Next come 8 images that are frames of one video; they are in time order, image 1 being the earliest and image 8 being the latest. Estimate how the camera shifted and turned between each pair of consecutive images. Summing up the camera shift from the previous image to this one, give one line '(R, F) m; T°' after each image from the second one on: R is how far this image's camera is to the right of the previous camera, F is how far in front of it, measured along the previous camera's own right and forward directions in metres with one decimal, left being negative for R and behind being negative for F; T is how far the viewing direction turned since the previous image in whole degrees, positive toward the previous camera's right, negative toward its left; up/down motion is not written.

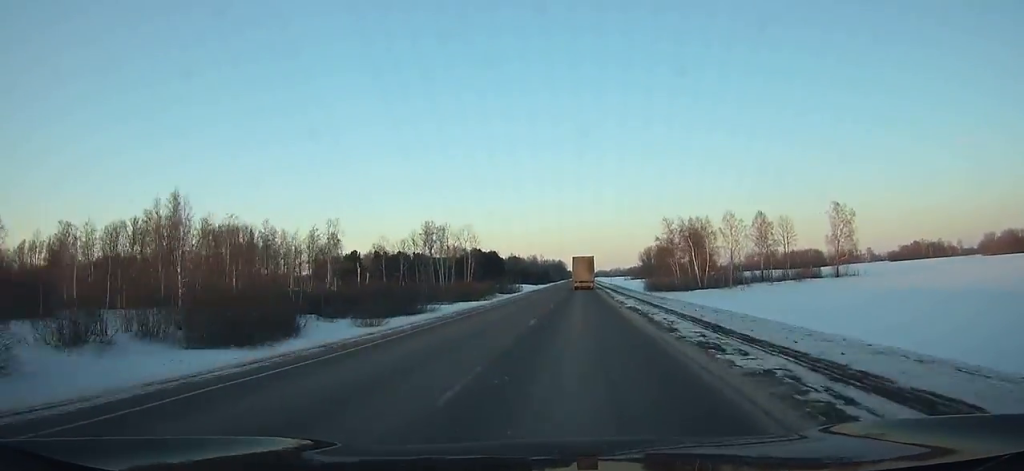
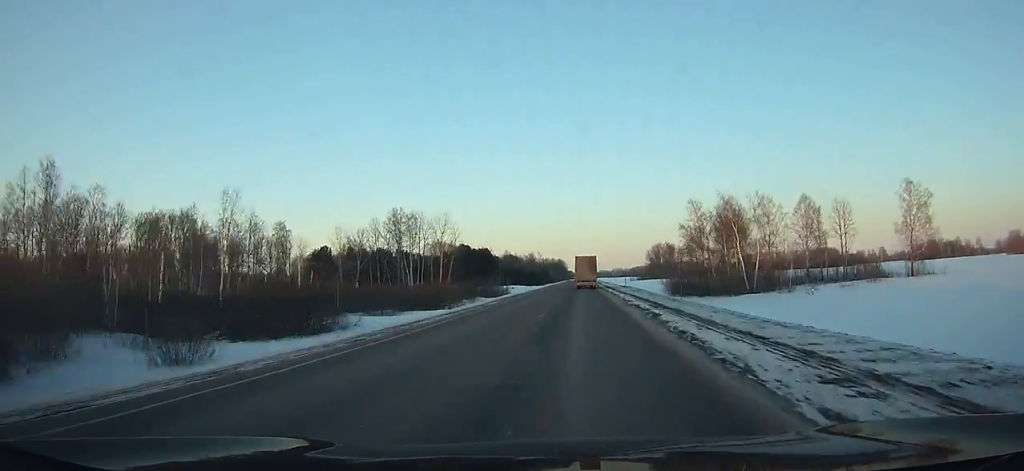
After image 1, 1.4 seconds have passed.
(0.0, +32.8) m; 0°
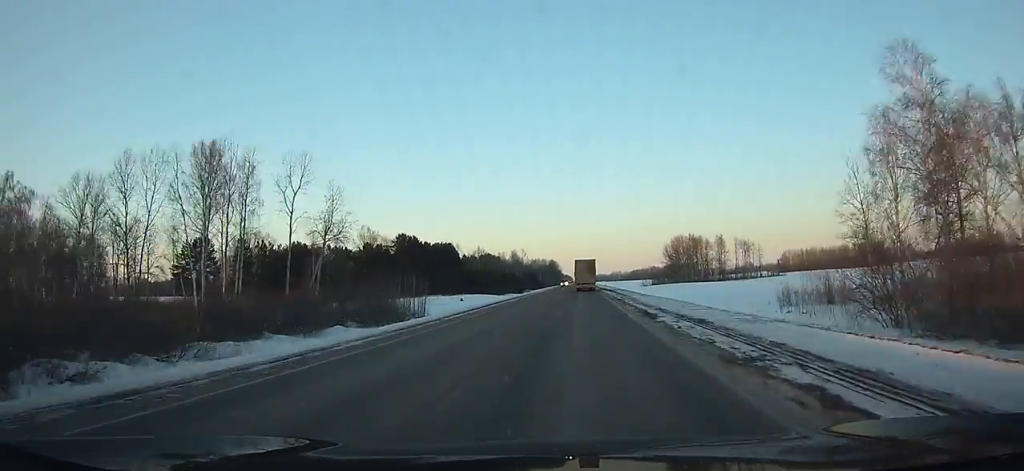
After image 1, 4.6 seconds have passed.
(+0.2, +76.0) m; 0°
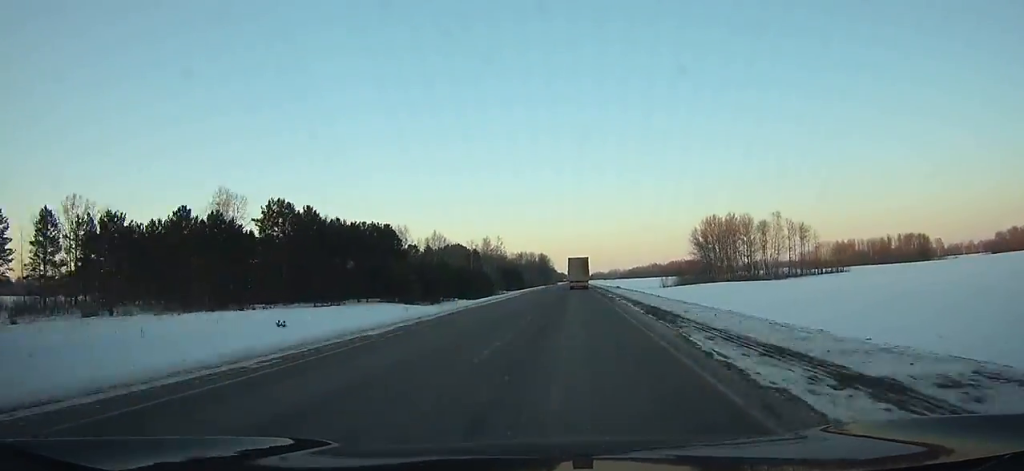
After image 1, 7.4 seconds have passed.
(+0.1, +66.7) m; 0°
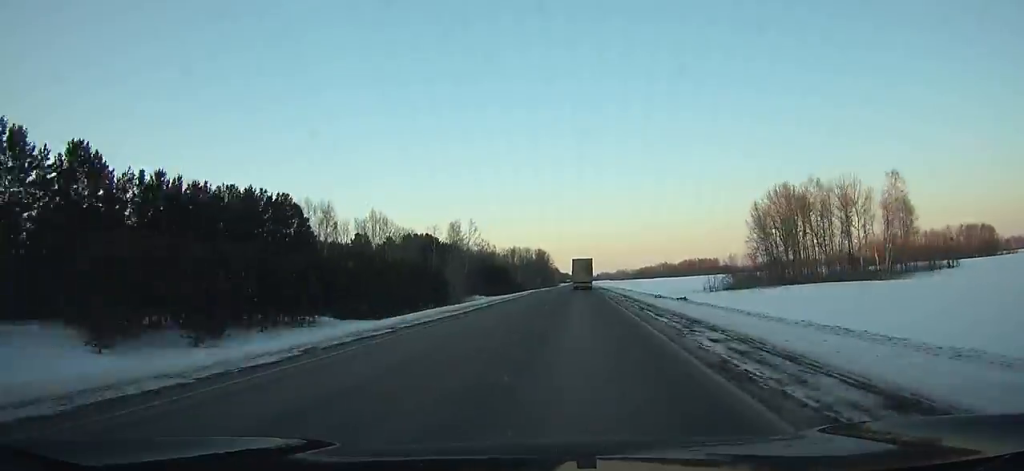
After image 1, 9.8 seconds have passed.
(+0.2, +56.9) m; 0°
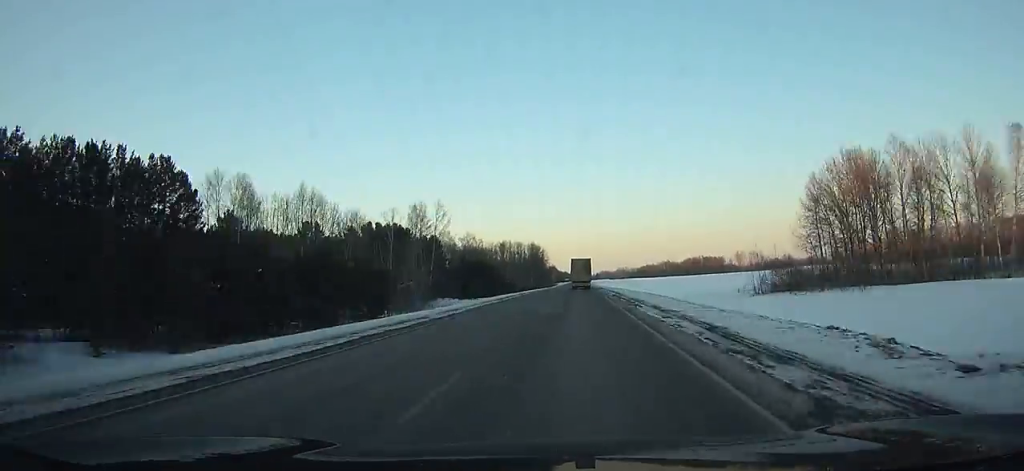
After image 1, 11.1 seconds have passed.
(-0.1, +30.6) m; 0°
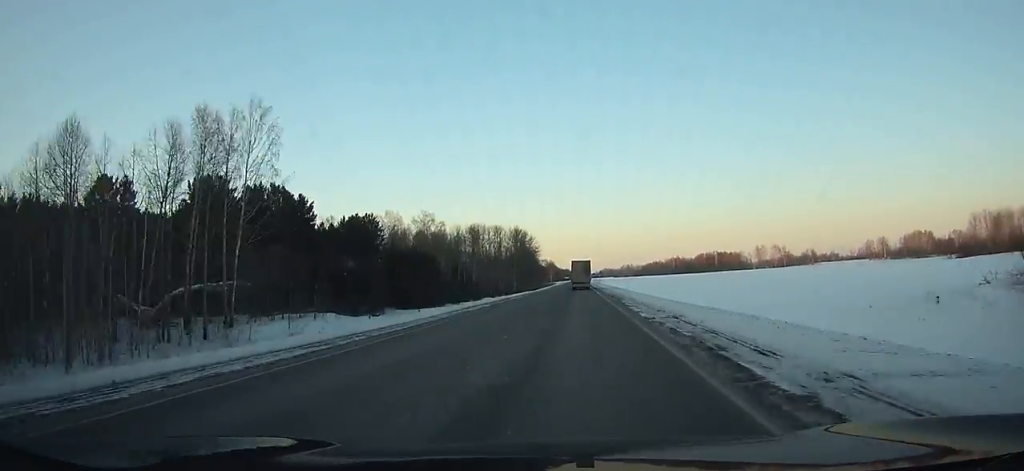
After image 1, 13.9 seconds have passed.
(-0.3, +65.8) m; 0°
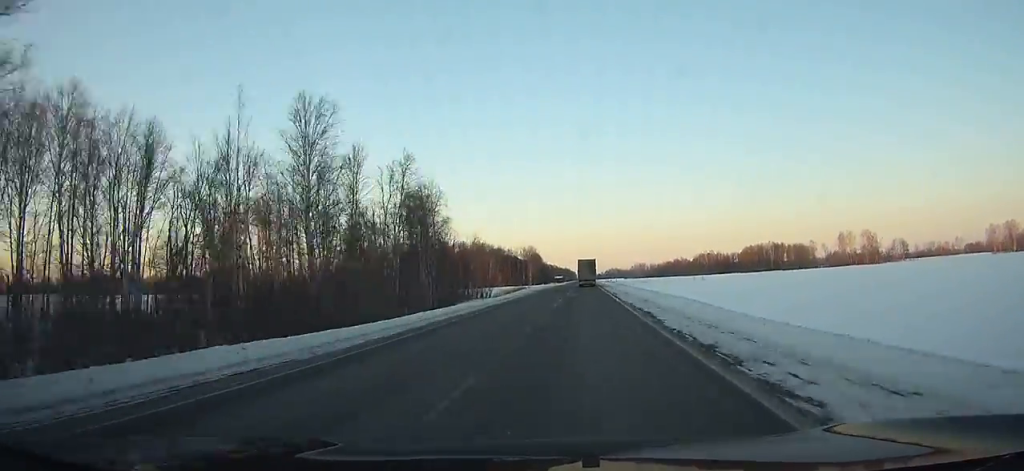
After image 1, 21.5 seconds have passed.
(-0.5, +177.6) m; 0°
